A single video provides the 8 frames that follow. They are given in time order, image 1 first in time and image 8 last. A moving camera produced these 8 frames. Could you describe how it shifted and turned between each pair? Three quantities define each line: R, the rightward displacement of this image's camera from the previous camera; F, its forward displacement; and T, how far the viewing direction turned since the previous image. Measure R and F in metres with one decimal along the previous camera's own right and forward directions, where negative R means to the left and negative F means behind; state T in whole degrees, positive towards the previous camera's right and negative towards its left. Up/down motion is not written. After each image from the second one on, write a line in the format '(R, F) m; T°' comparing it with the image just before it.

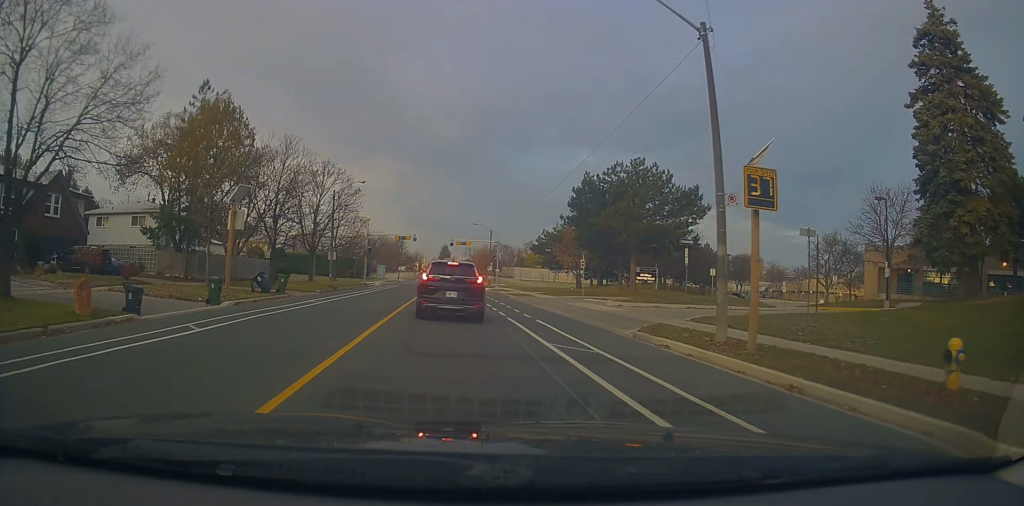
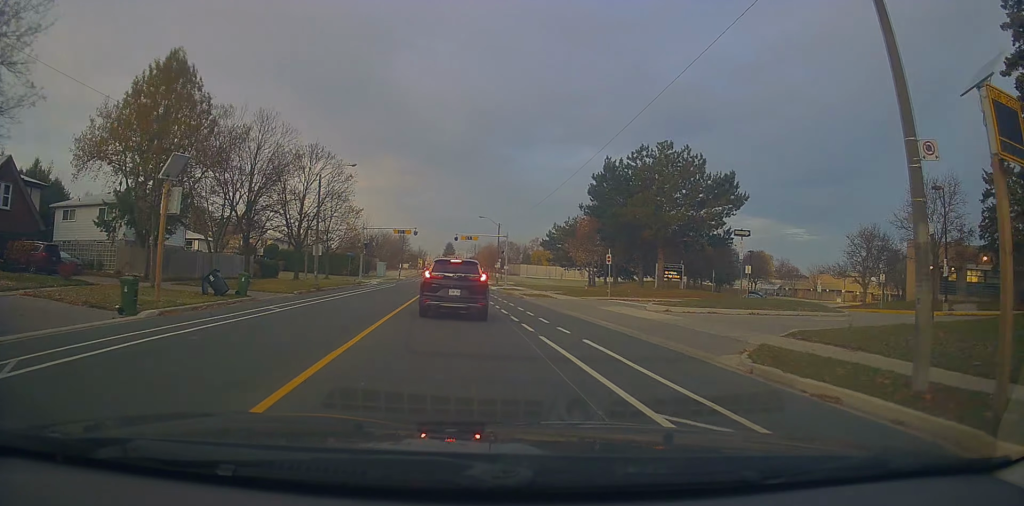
(+0.2, +6.1) m; -1°
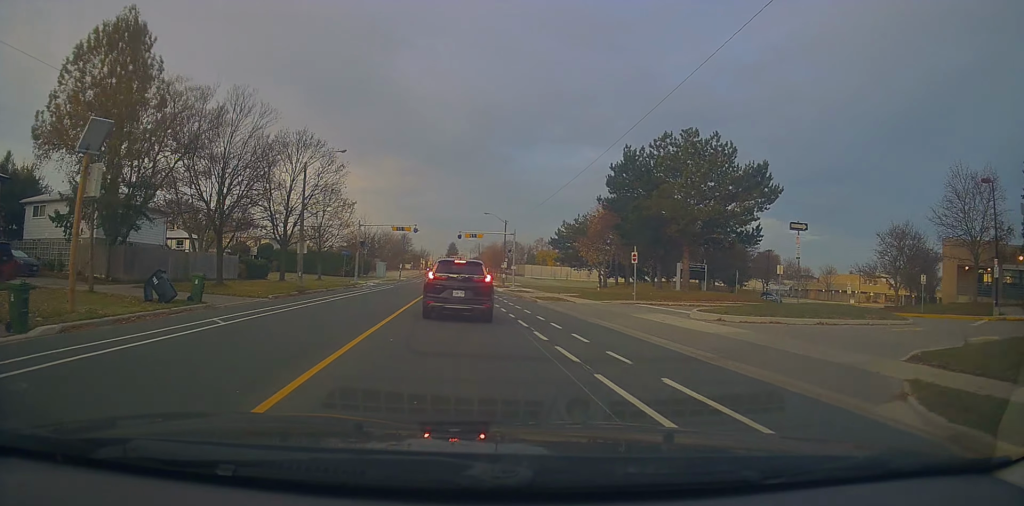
(+0.2, +4.4) m; -1°
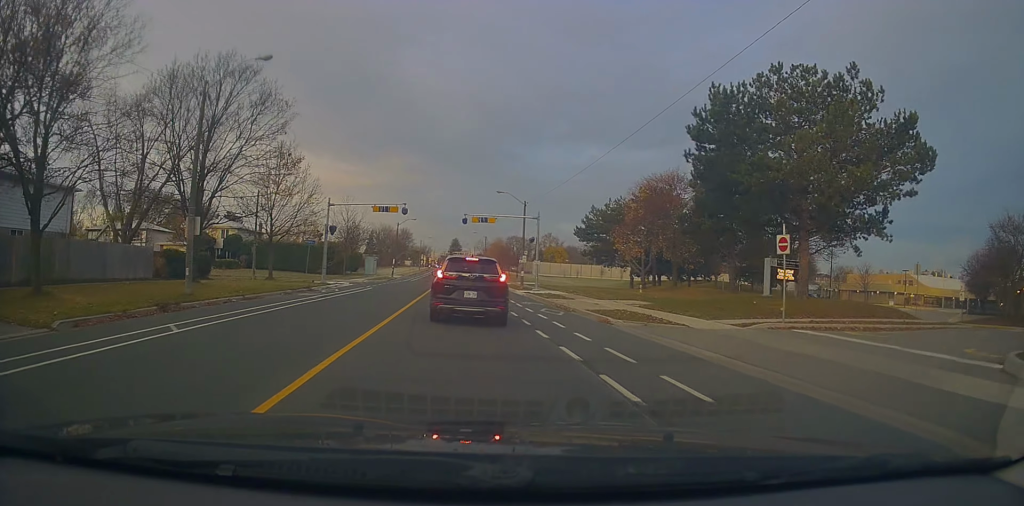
(-0.9, +15.7) m; -2°
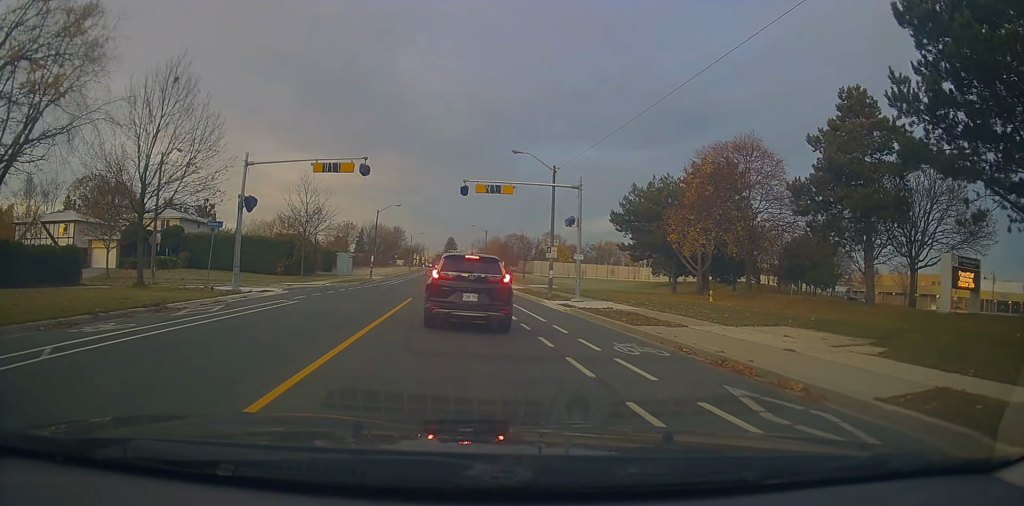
(+0.6, +17.8) m; 0°
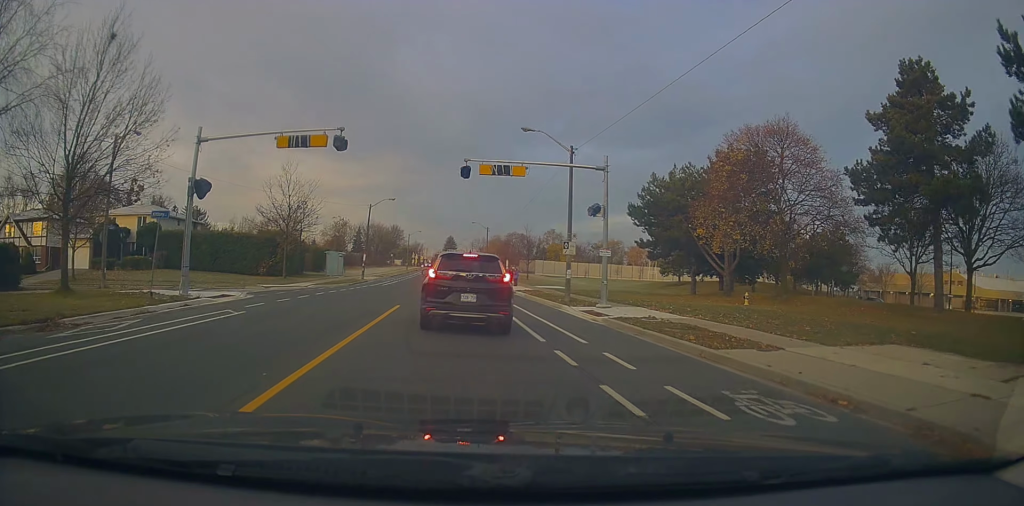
(0.0, +5.4) m; -2°
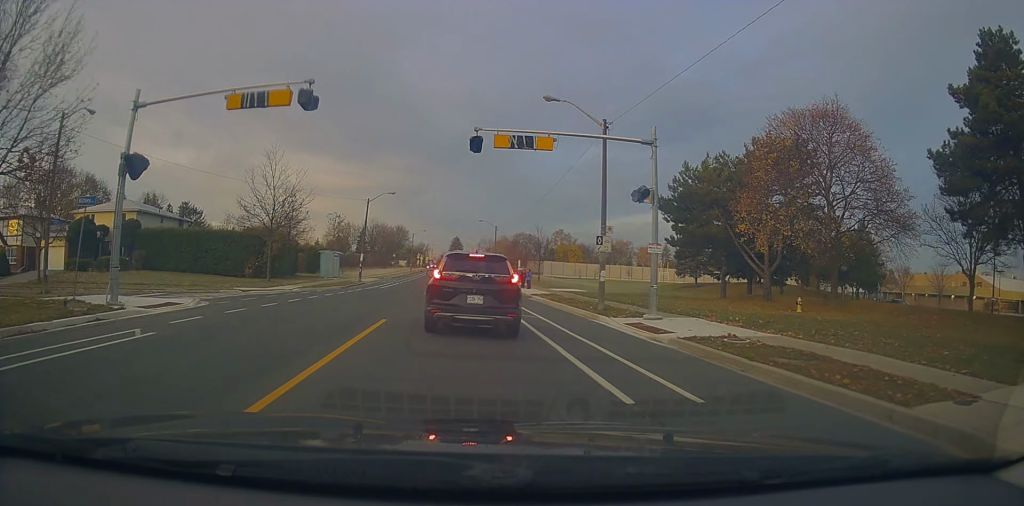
(-0.5, +5.7) m; +1°
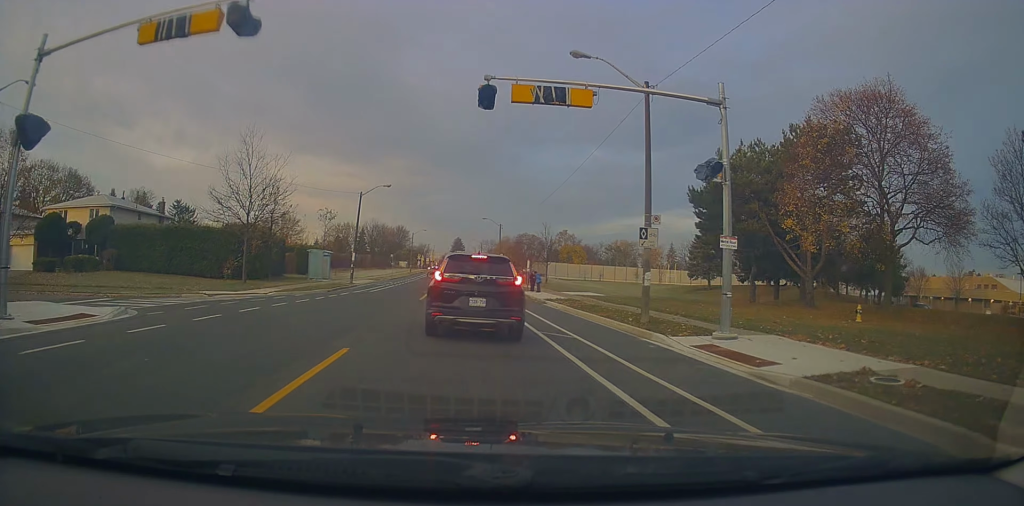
(+0.5, +5.2) m; +2°
